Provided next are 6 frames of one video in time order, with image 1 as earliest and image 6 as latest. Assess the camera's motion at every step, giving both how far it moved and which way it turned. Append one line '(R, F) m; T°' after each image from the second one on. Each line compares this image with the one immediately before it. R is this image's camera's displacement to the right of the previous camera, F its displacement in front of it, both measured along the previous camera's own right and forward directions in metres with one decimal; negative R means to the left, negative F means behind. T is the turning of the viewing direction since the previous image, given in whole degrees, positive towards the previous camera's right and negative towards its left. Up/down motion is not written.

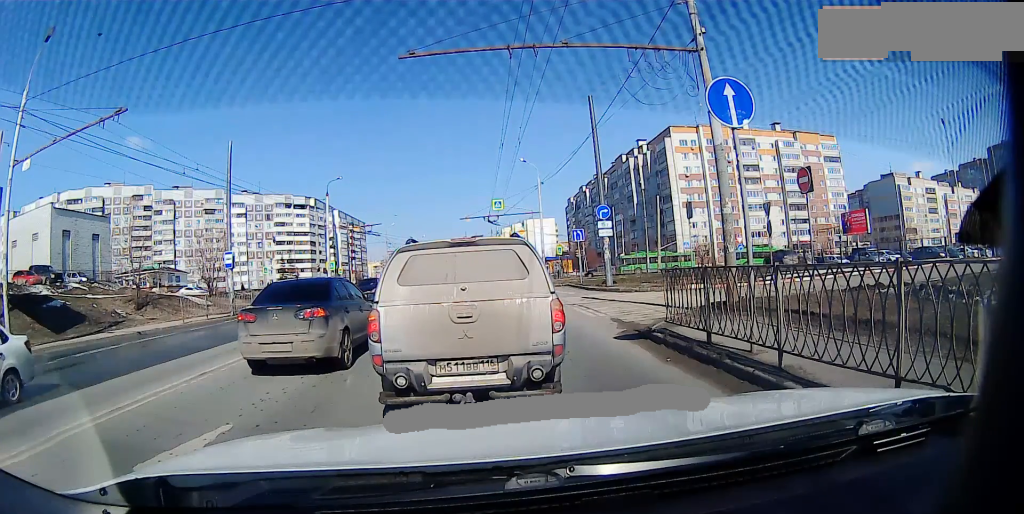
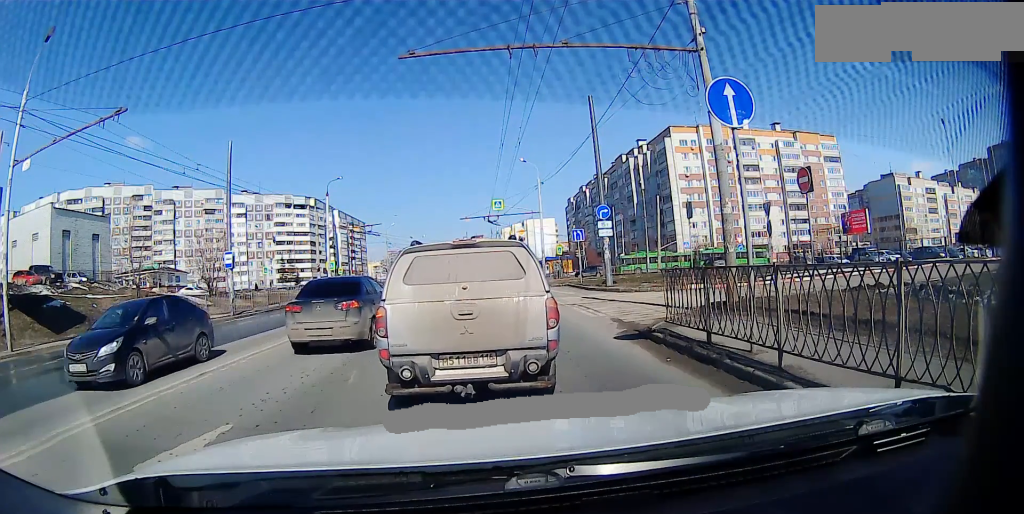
(0.0, 0.0) m; 0°
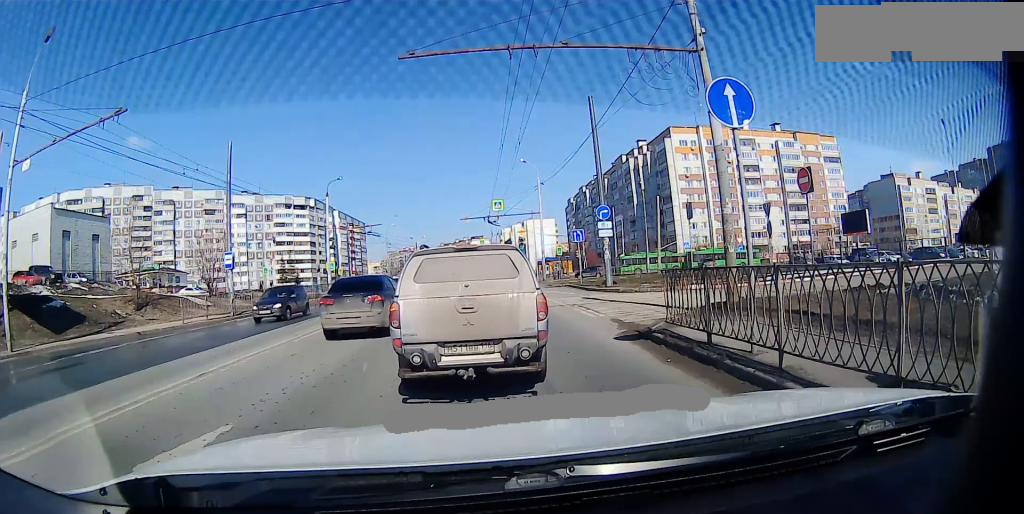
(0.0, 0.0) m; 0°
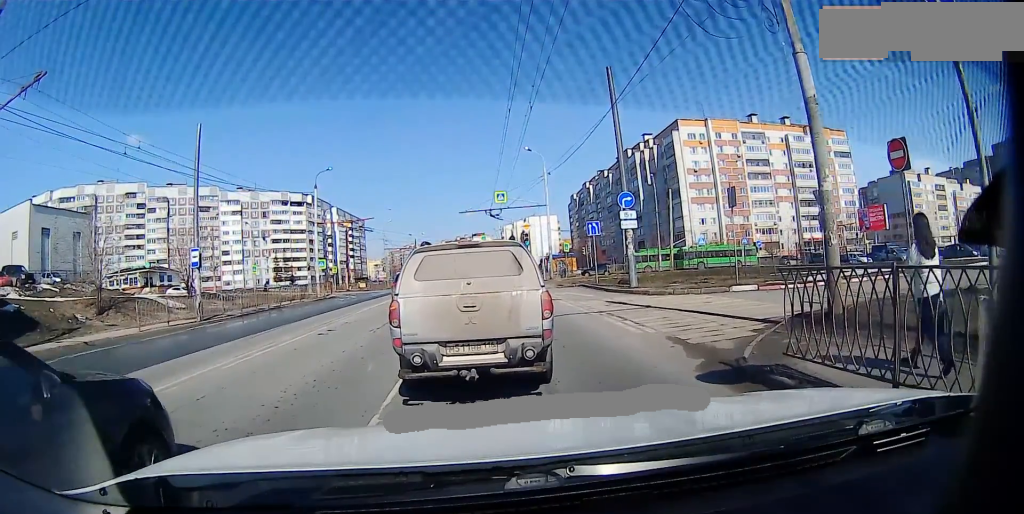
(0.0, +3.3) m; 0°
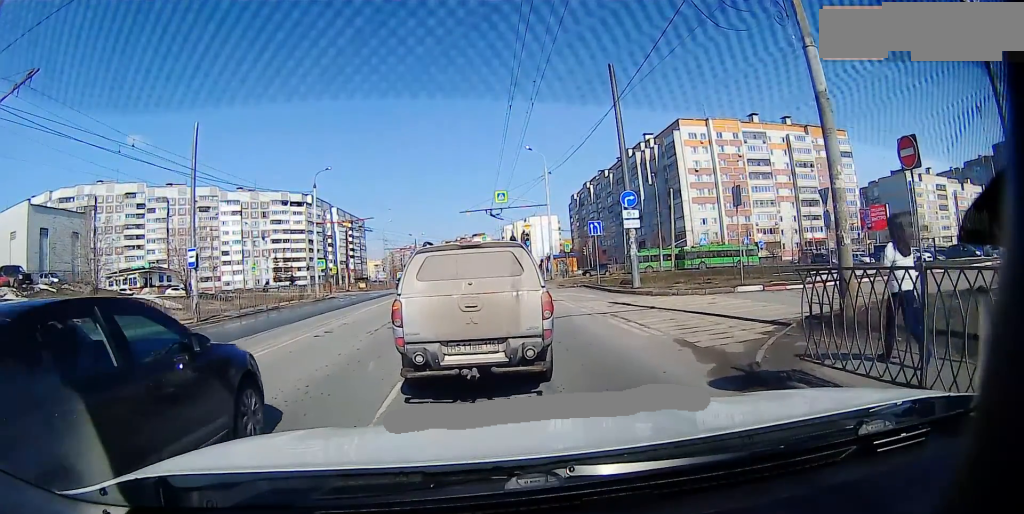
(0.0, +0.1) m; 0°
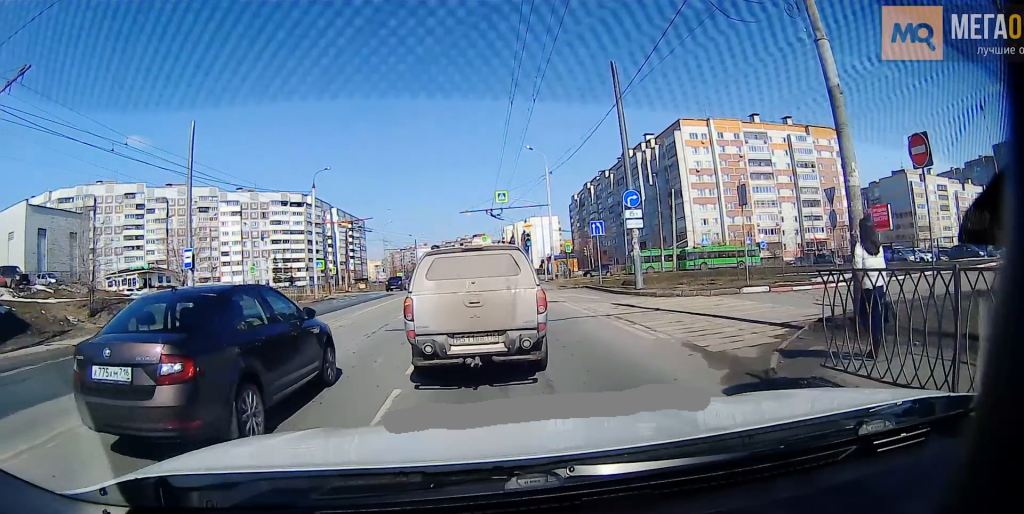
(0.0, +0.1) m; 0°
